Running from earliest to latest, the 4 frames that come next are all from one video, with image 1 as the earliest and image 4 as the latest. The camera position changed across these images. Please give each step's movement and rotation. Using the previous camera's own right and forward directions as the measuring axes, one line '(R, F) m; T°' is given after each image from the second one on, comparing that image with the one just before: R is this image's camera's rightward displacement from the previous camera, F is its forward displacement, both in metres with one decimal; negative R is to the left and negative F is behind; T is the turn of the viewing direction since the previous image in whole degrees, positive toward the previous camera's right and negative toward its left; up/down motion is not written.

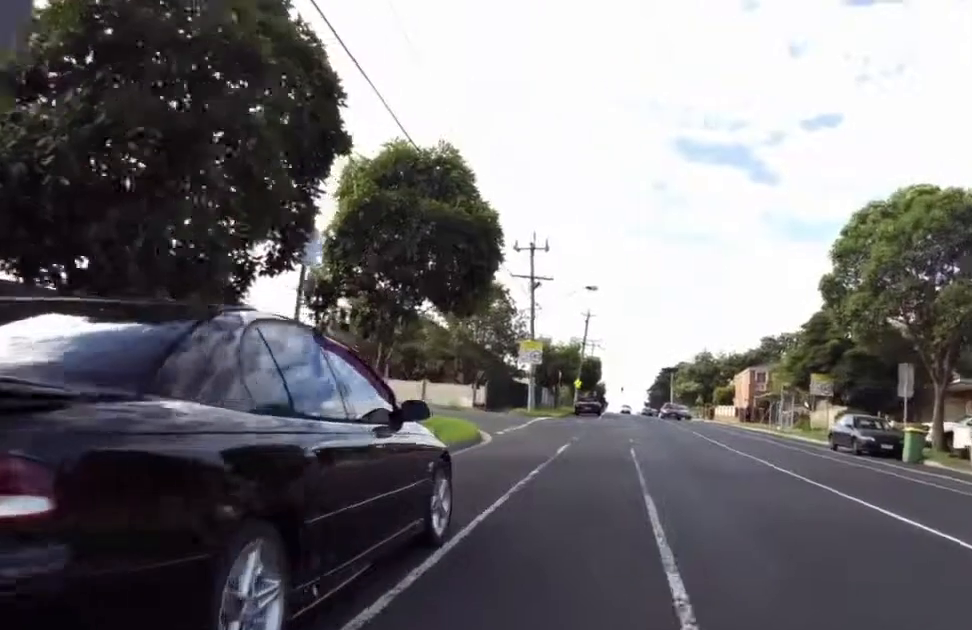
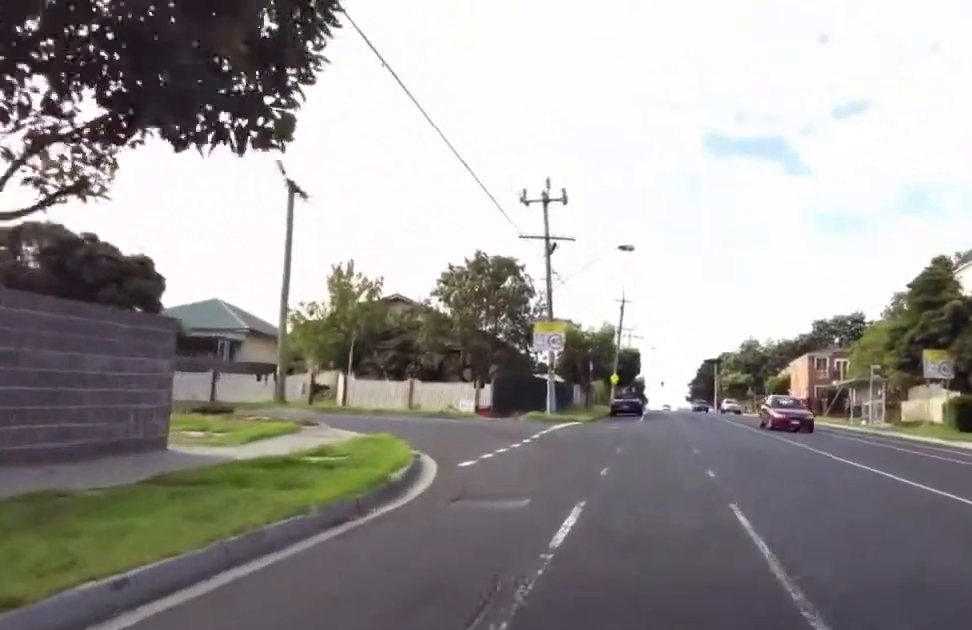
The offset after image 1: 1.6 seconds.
(-0.6, +9.3) m; 0°
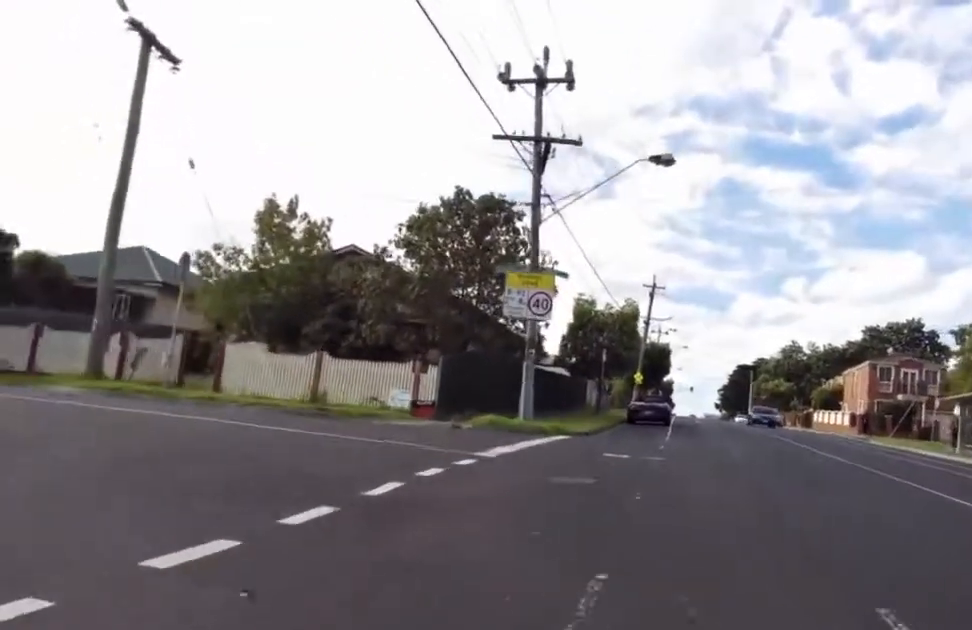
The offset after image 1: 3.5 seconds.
(+1.4, +10.8) m; +4°
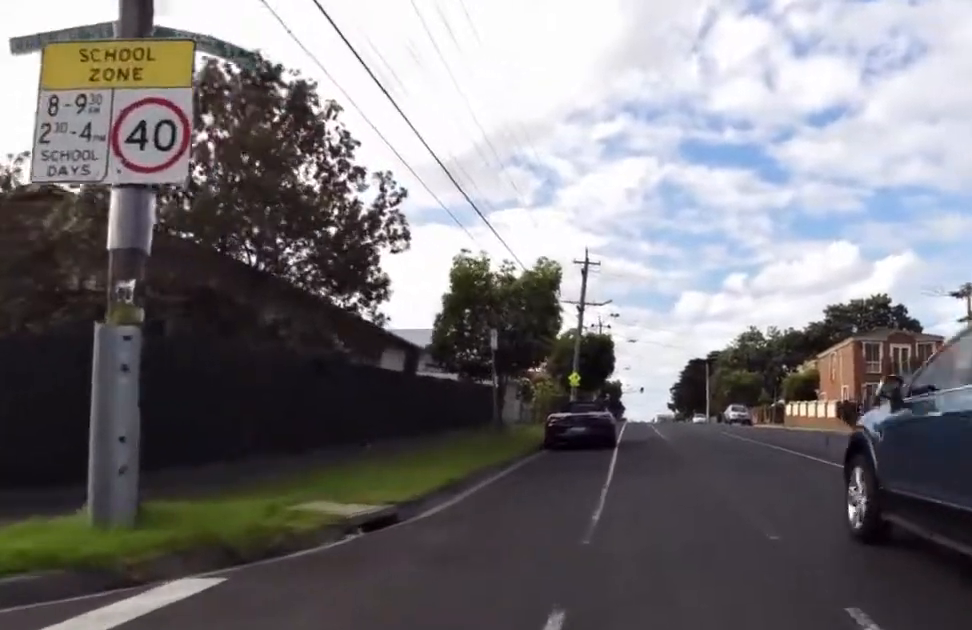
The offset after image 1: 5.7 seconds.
(-0.4, +11.8) m; +2°
